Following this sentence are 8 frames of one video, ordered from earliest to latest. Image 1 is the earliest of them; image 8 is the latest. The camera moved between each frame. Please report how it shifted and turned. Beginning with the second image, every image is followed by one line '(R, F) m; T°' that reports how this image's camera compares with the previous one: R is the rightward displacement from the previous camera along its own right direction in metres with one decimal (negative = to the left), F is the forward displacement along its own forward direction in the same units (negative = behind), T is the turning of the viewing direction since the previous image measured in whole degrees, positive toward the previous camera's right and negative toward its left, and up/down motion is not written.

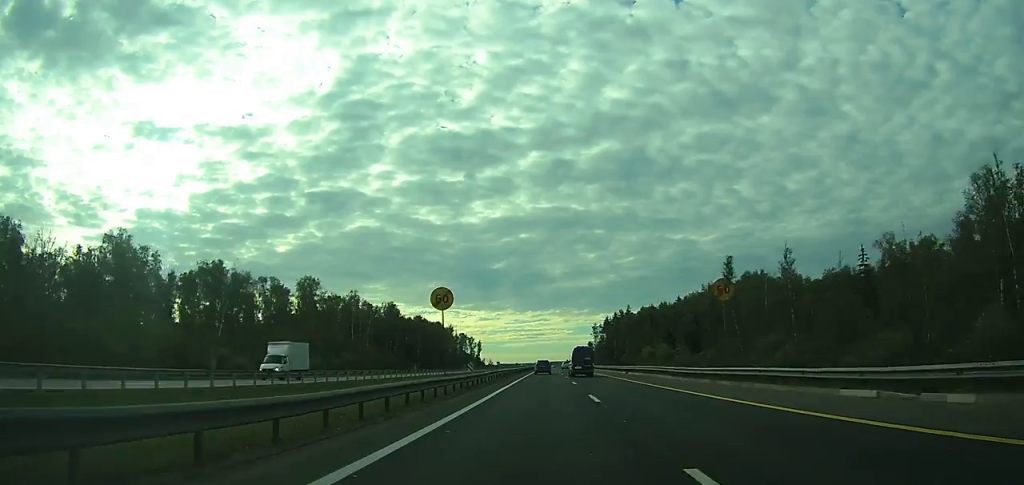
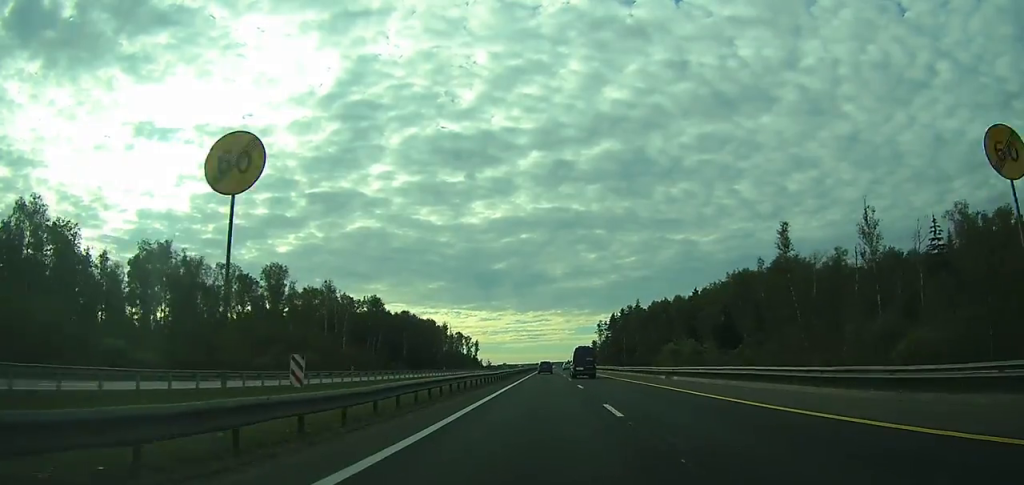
(0.0, +20.0) m; 0°
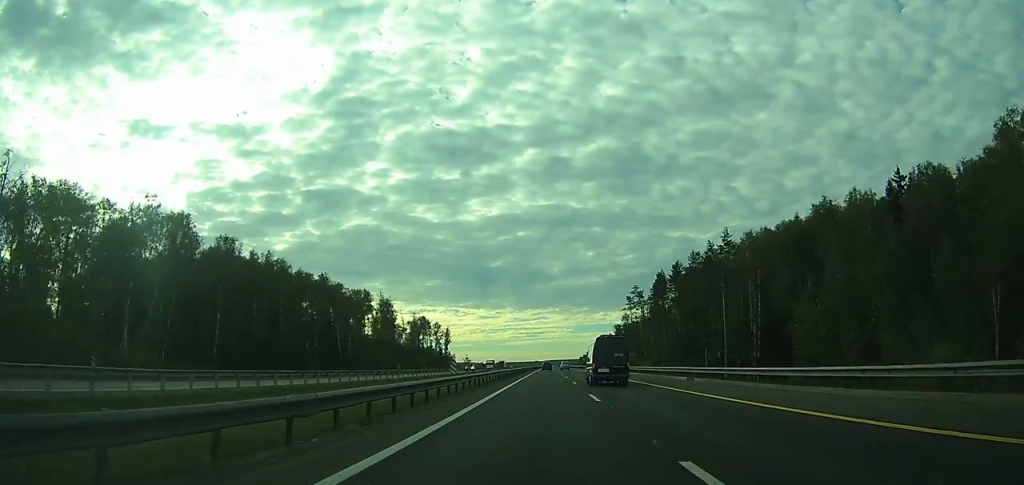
(0.0, +105.8) m; 0°
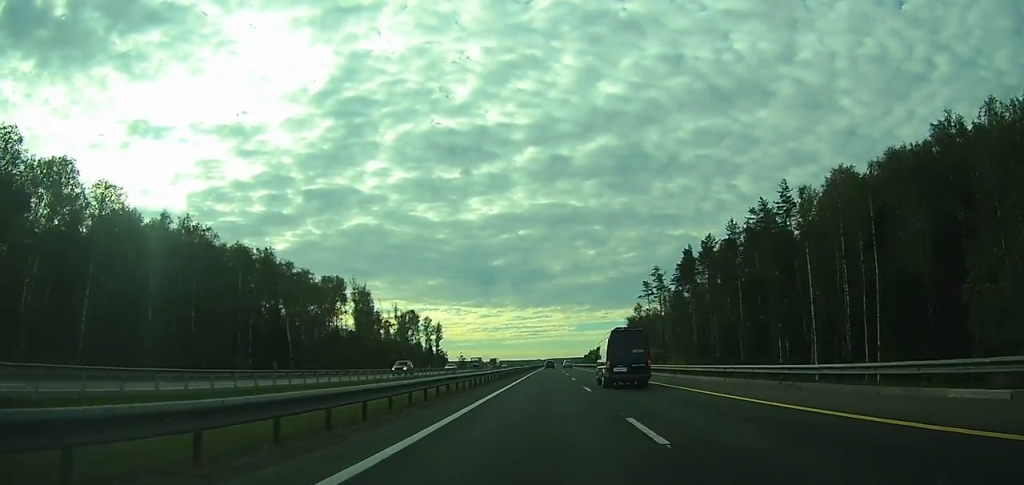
(0.0, +27.3) m; 0°
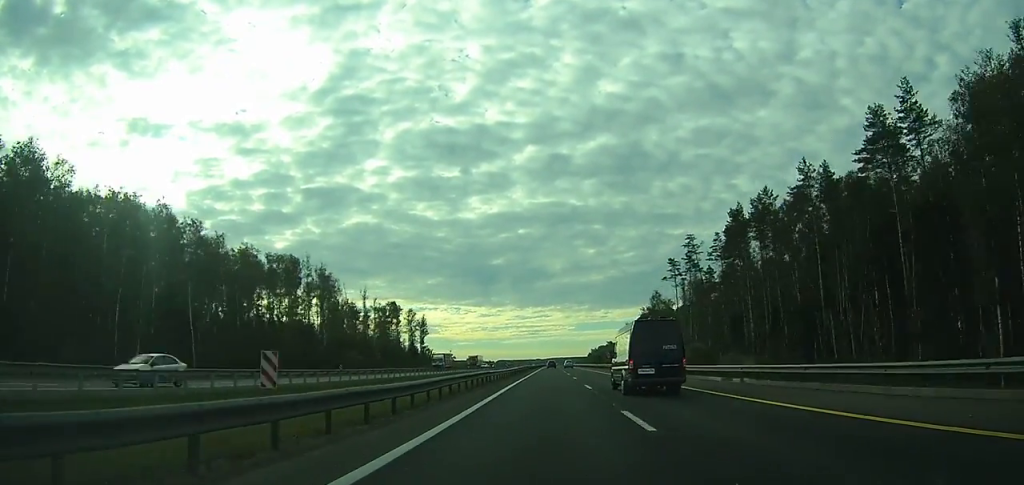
(0.0, +30.5) m; 0°
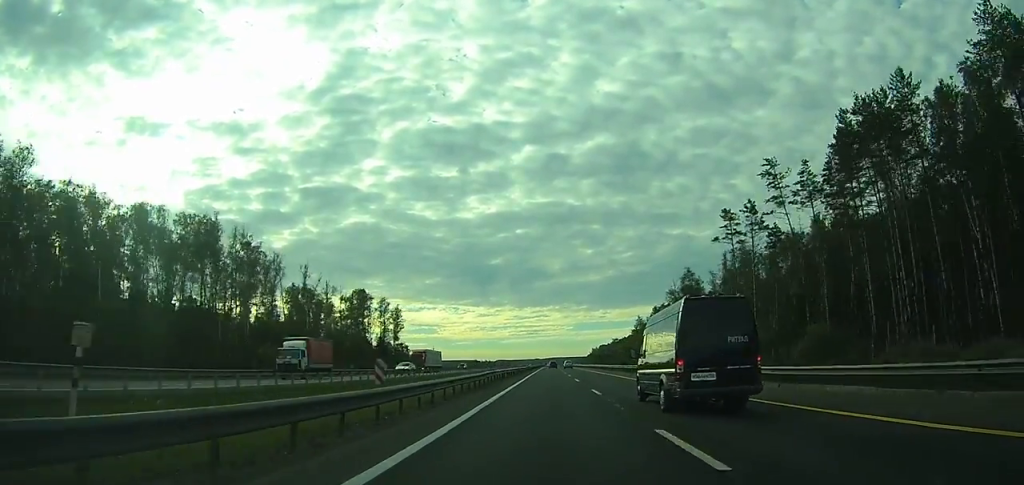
(-0.1, +35.4) m; 0°
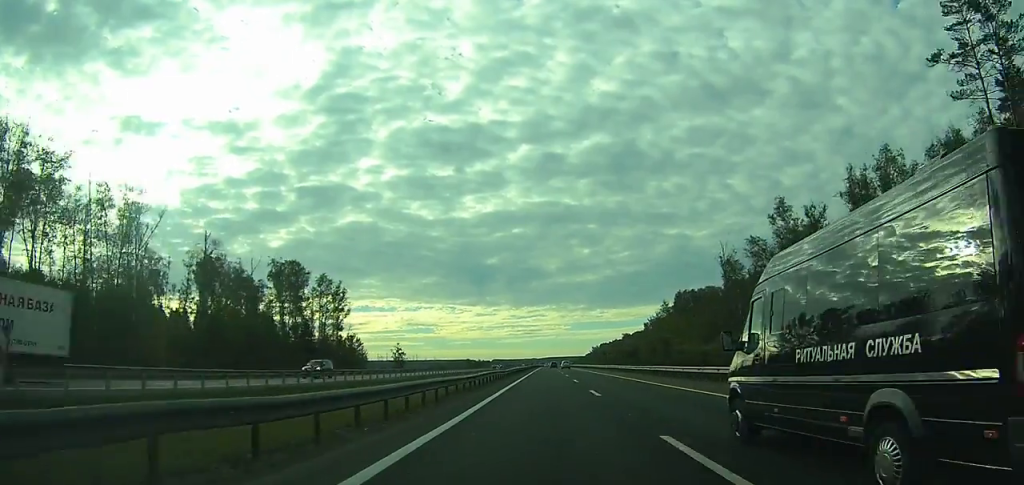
(0.0, +46.0) m; 0°
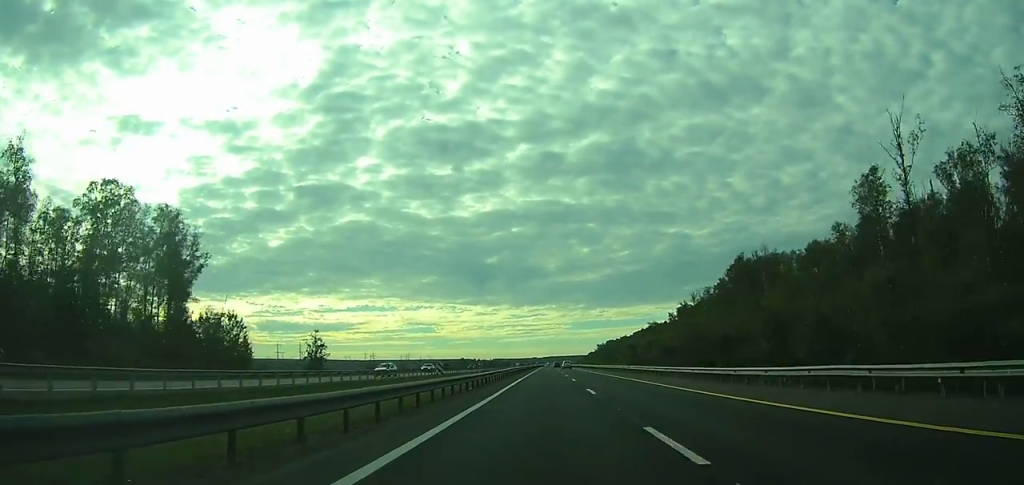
(+0.1, +57.3) m; 0°
